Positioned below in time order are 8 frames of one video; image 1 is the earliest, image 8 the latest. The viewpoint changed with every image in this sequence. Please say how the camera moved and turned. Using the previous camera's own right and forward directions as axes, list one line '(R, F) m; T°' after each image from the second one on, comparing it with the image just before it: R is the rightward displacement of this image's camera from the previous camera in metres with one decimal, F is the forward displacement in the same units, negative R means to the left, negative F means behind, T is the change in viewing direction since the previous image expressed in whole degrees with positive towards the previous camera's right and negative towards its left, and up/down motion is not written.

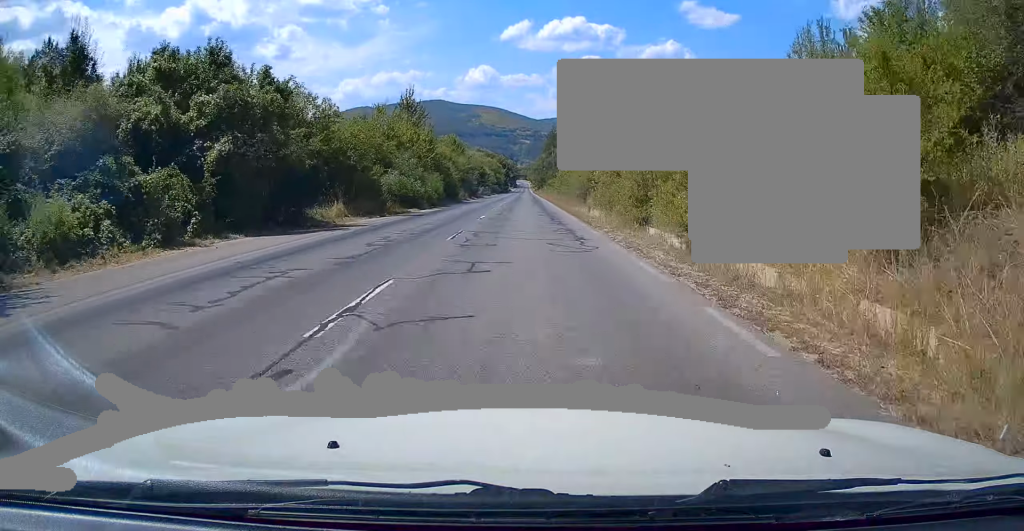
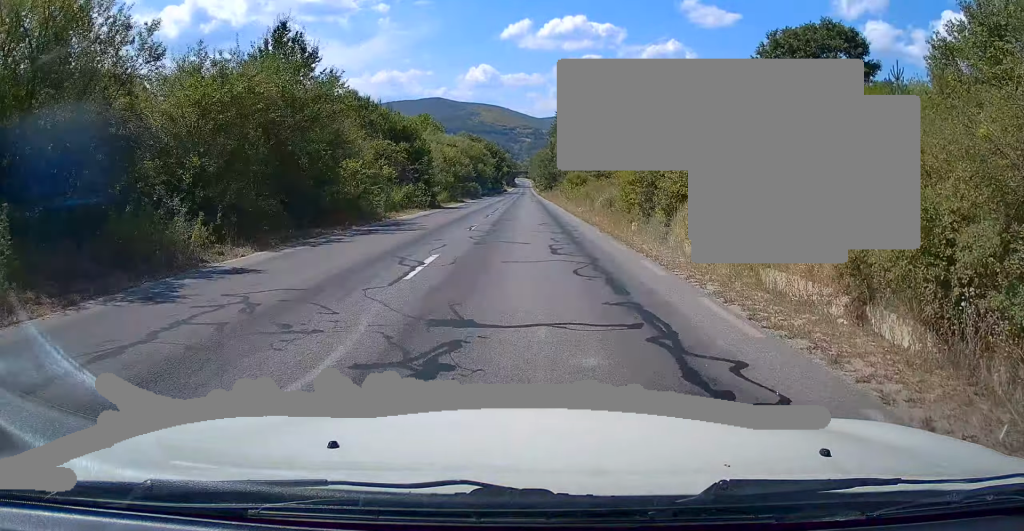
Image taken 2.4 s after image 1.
(-0.2, +60.0) m; 0°
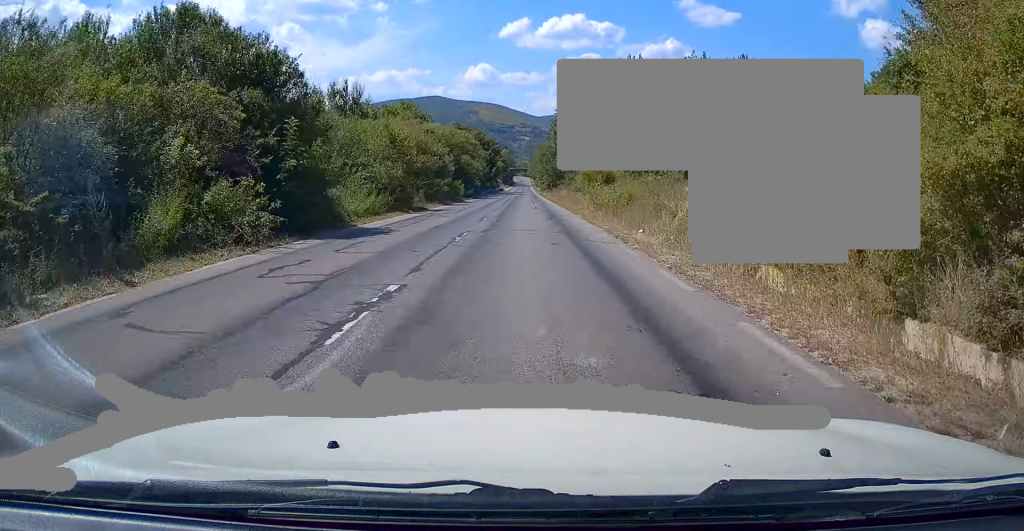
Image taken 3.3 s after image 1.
(-0.1, +21.7) m; 0°
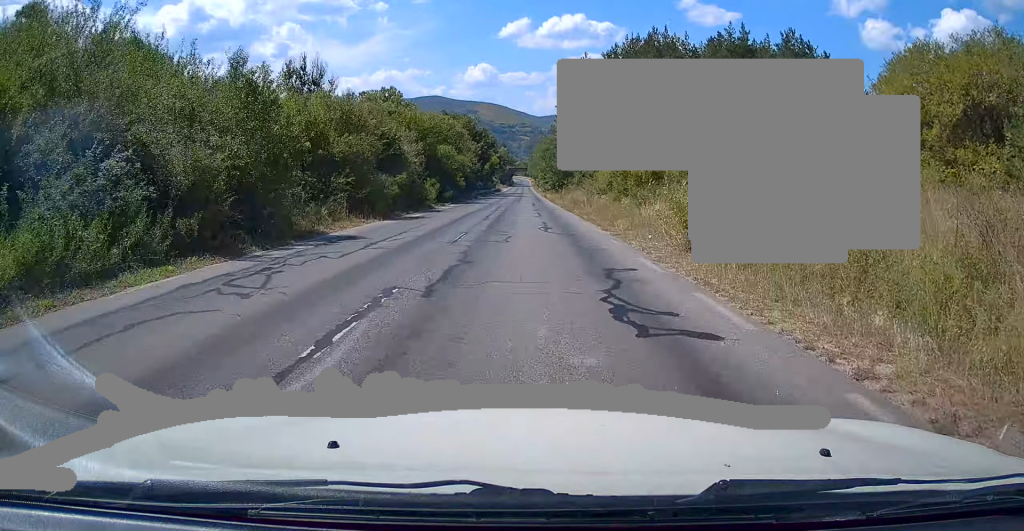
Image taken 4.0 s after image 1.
(-0.2, +18.4) m; 0°
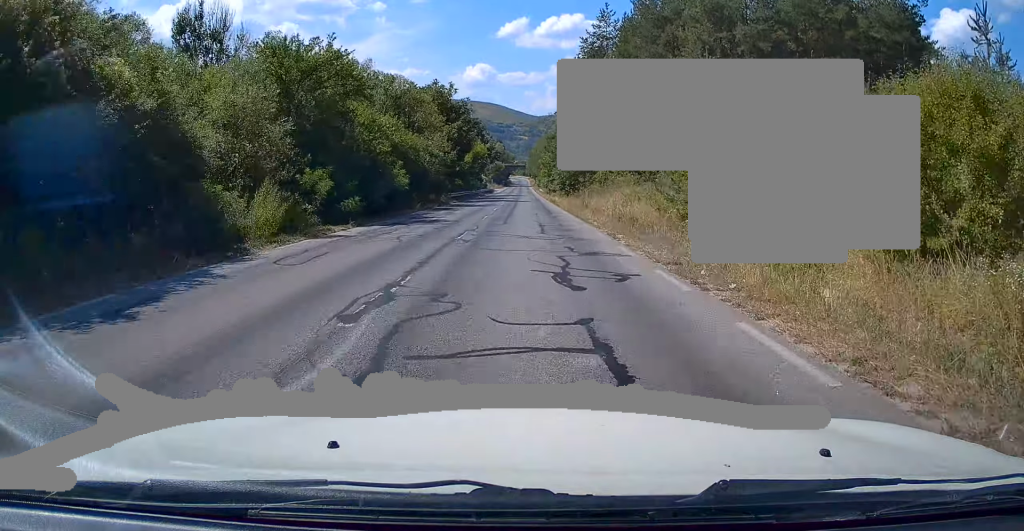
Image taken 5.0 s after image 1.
(+0.1, +26.0) m; +1°
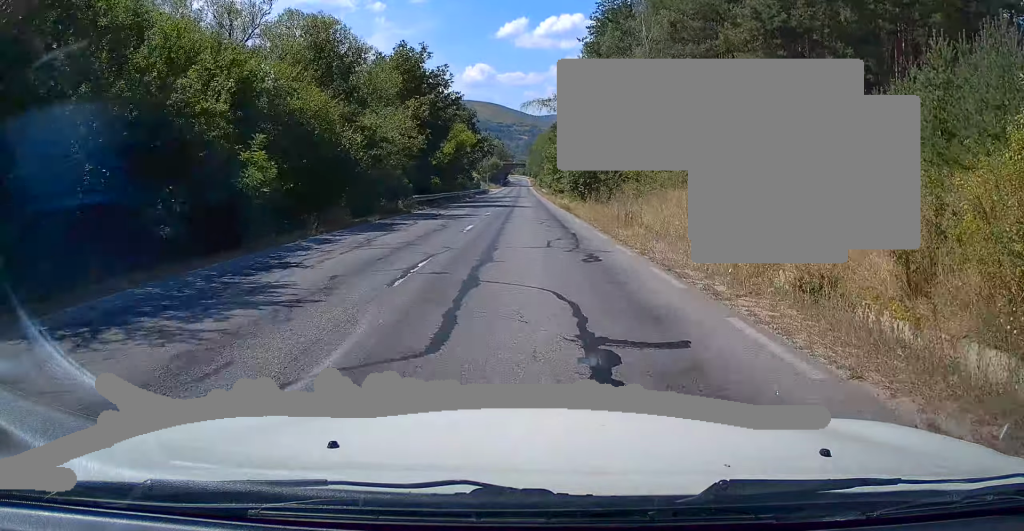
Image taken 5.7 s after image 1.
(+0.3, +15.9) m; 0°
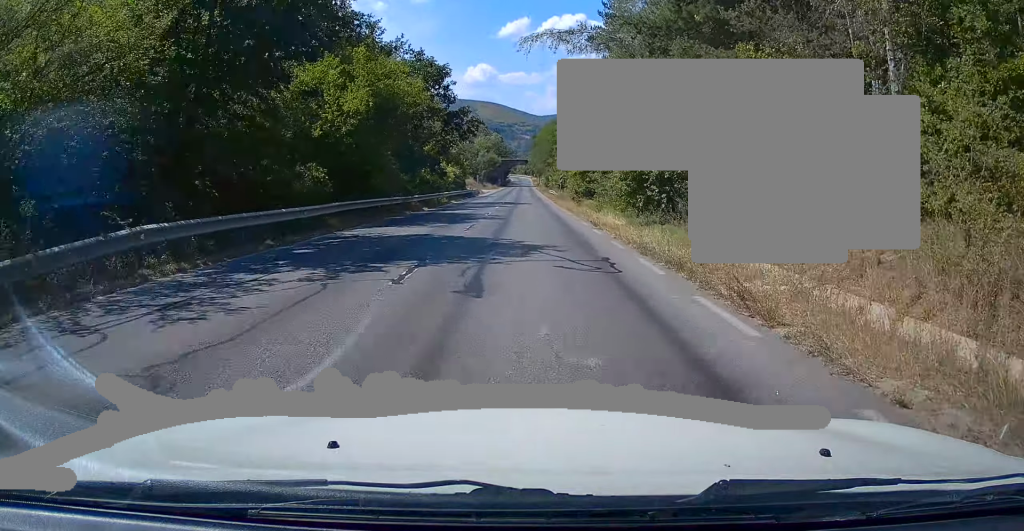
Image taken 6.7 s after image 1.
(-0.4, +26.9) m; -1°
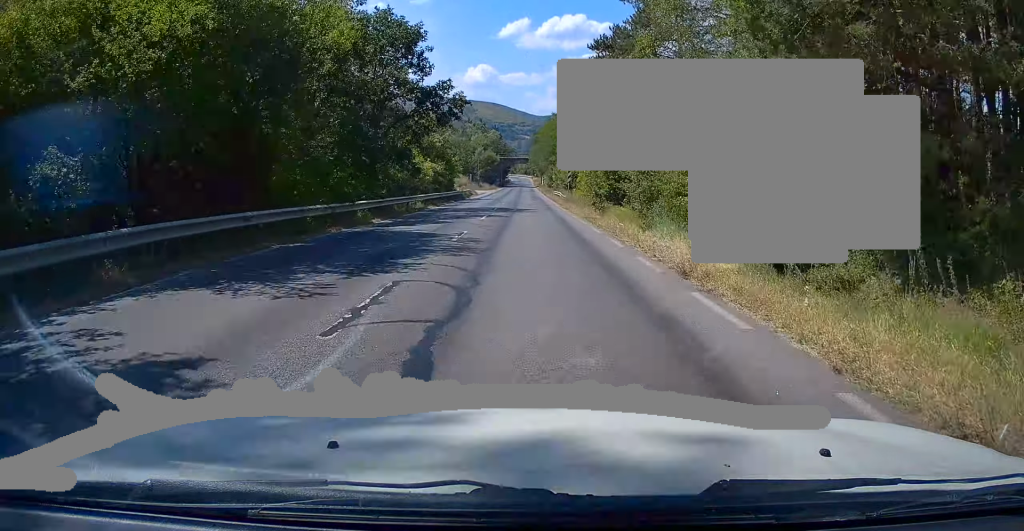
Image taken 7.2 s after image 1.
(0.0, +11.8) m; 0°
